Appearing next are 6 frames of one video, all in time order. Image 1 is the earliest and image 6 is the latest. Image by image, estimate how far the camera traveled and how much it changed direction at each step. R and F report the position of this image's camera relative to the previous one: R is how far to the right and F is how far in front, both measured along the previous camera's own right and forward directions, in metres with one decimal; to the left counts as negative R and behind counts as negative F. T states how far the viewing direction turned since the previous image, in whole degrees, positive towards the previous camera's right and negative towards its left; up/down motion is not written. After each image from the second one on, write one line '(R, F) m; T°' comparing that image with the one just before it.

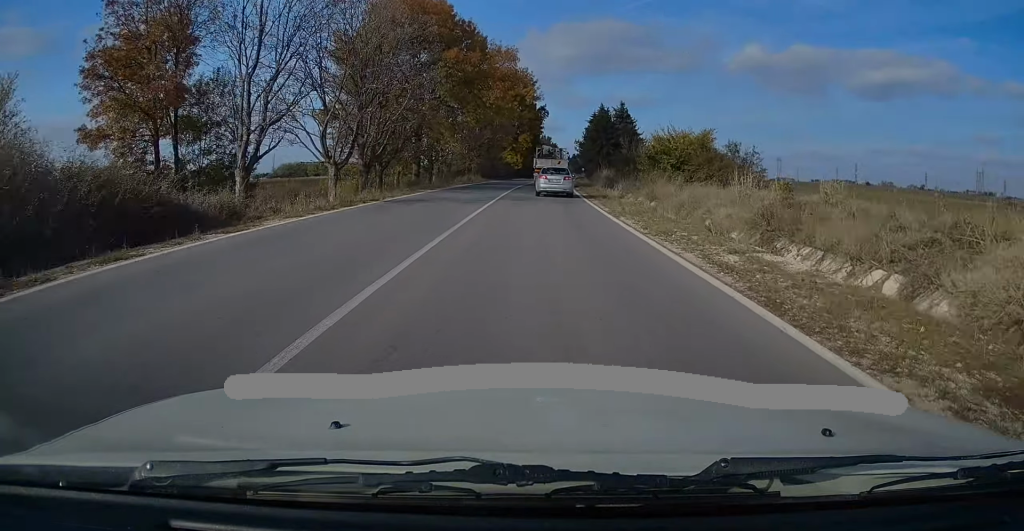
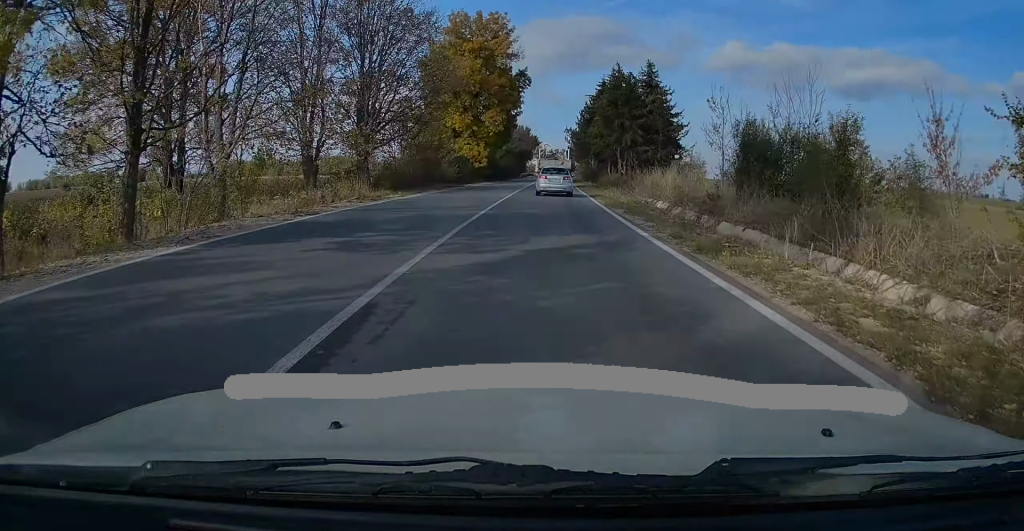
(+0.4, +38.6) m; +2°
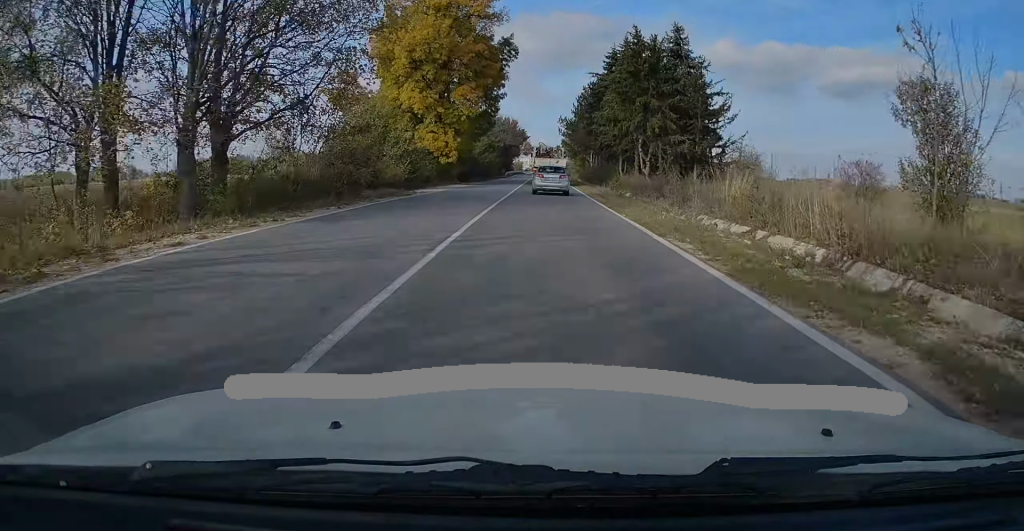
(+0.2, +16.4) m; +1°
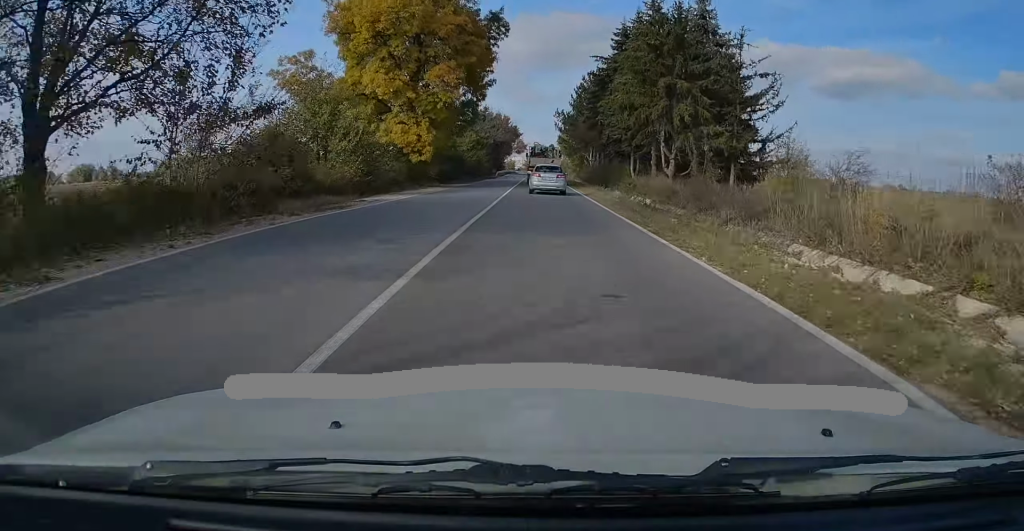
(0.0, +8.8) m; 0°
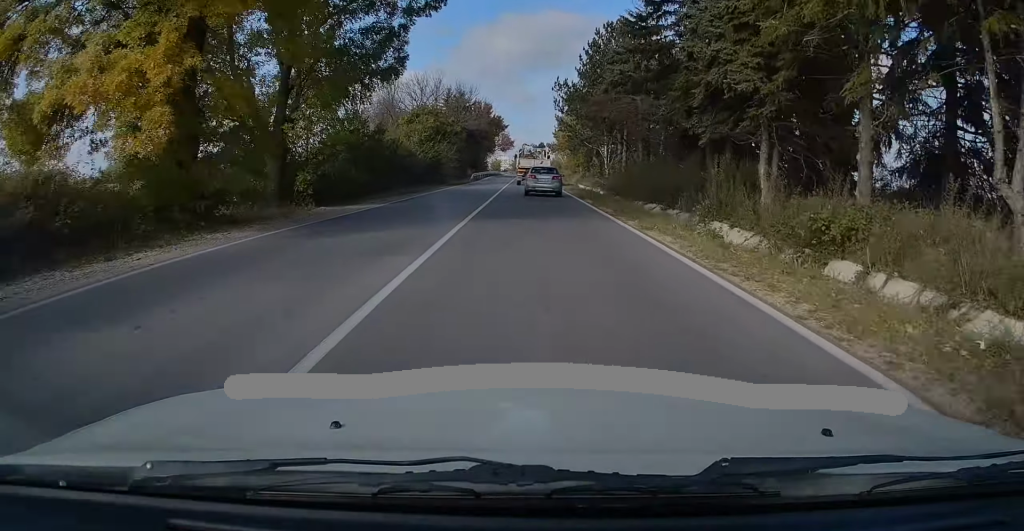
(+0.3, +25.8) m; +1°
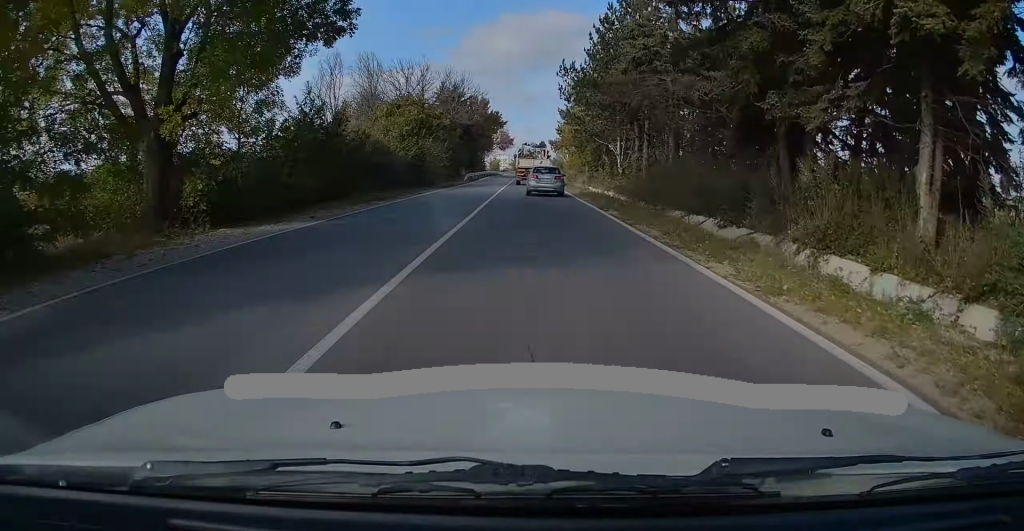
(0.0, +7.6) m; 0°
